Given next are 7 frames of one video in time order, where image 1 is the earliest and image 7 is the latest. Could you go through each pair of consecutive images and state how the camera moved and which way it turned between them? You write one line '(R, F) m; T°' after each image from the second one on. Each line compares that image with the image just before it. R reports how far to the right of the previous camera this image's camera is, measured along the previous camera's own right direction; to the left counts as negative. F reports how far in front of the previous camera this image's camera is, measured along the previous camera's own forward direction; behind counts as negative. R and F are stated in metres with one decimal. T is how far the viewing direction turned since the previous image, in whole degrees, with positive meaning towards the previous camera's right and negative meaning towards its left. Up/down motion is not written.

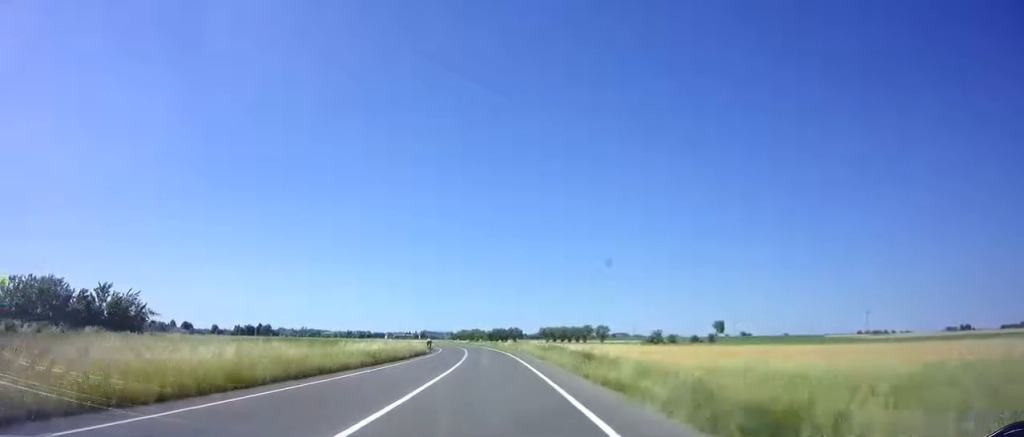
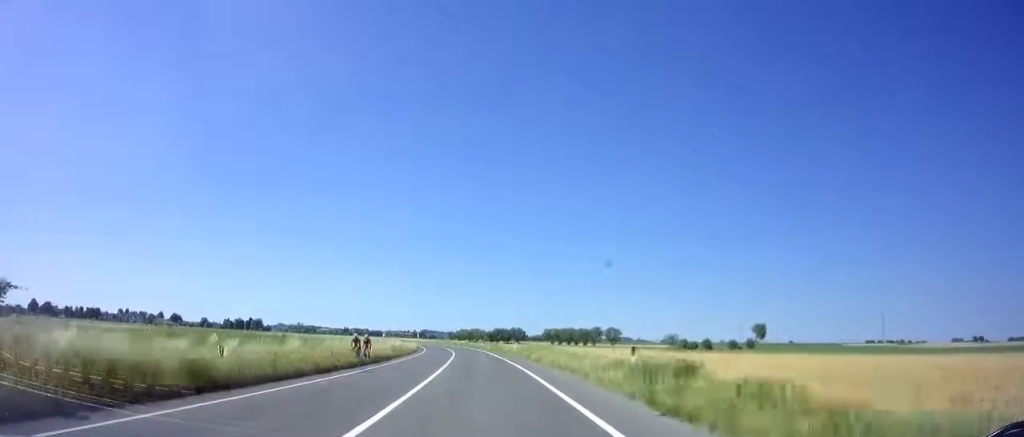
(-0.1, +22.7) m; -1°
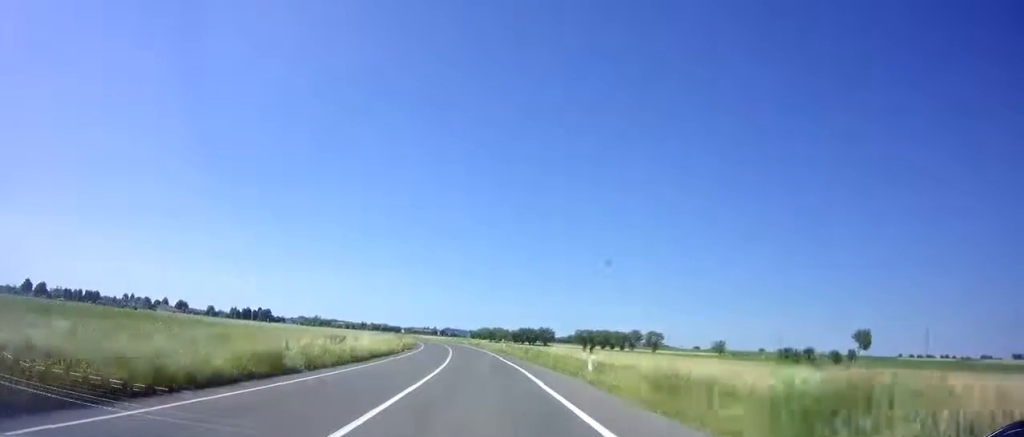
(-0.5, +29.4) m; -2°
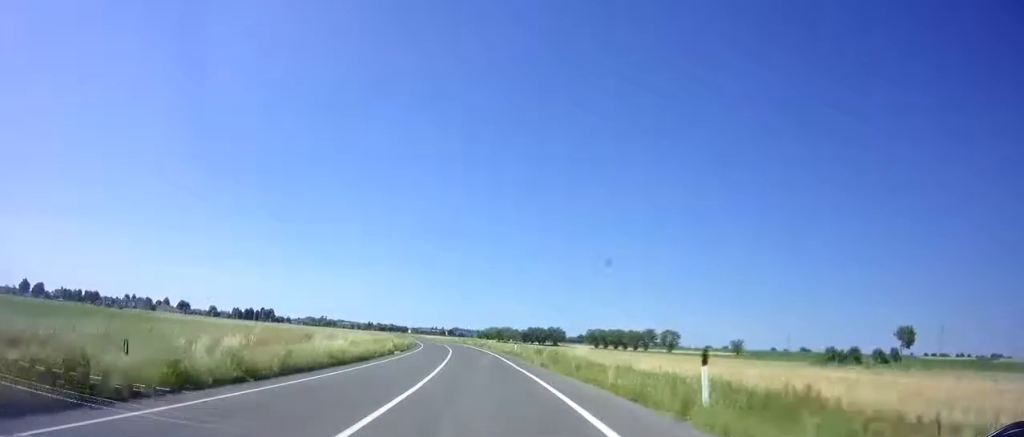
(-0.1, +9.6) m; -1°
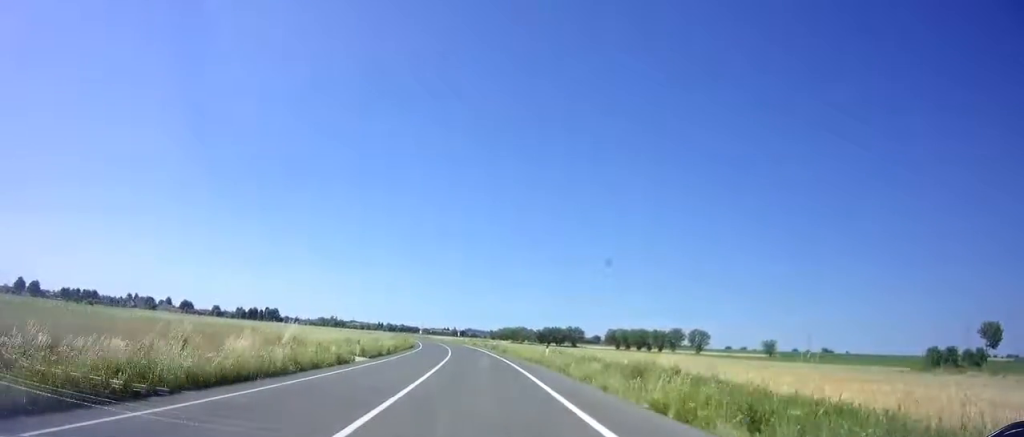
(-0.2, +17.0) m; -1°
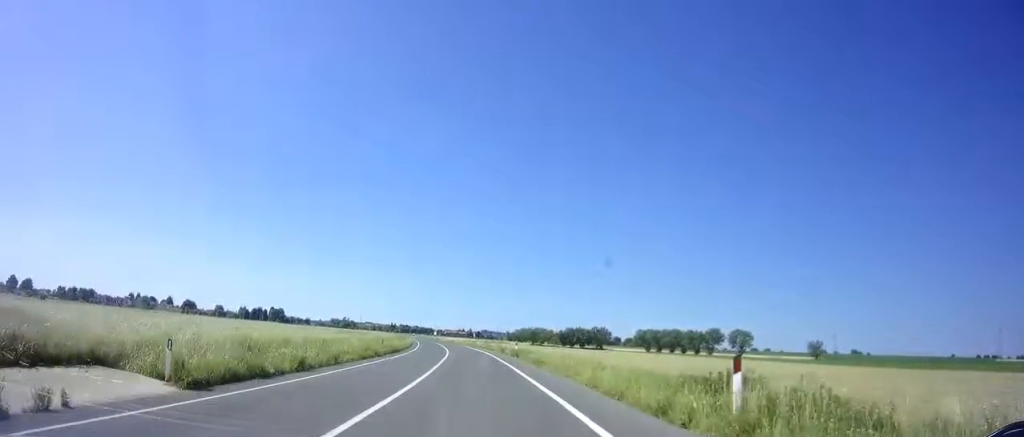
(-0.3, +21.1) m; -2°
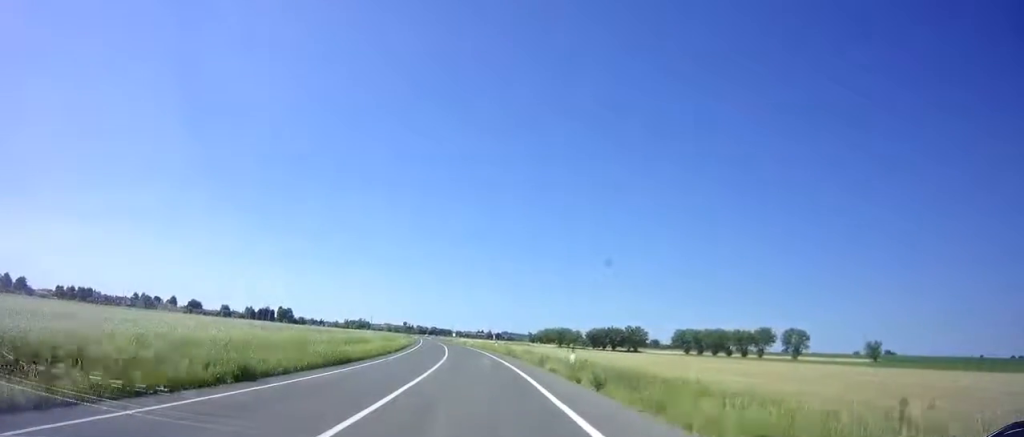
(-0.4, +21.8) m; -2°
